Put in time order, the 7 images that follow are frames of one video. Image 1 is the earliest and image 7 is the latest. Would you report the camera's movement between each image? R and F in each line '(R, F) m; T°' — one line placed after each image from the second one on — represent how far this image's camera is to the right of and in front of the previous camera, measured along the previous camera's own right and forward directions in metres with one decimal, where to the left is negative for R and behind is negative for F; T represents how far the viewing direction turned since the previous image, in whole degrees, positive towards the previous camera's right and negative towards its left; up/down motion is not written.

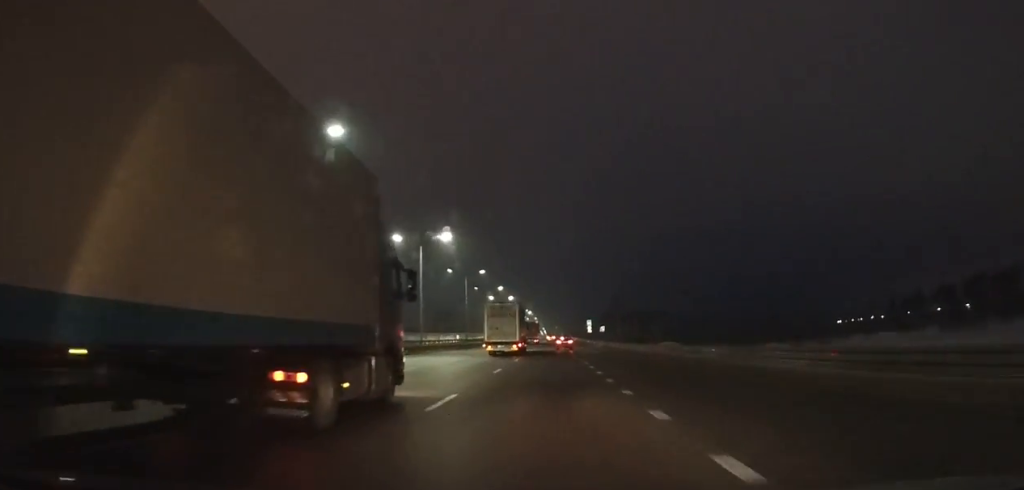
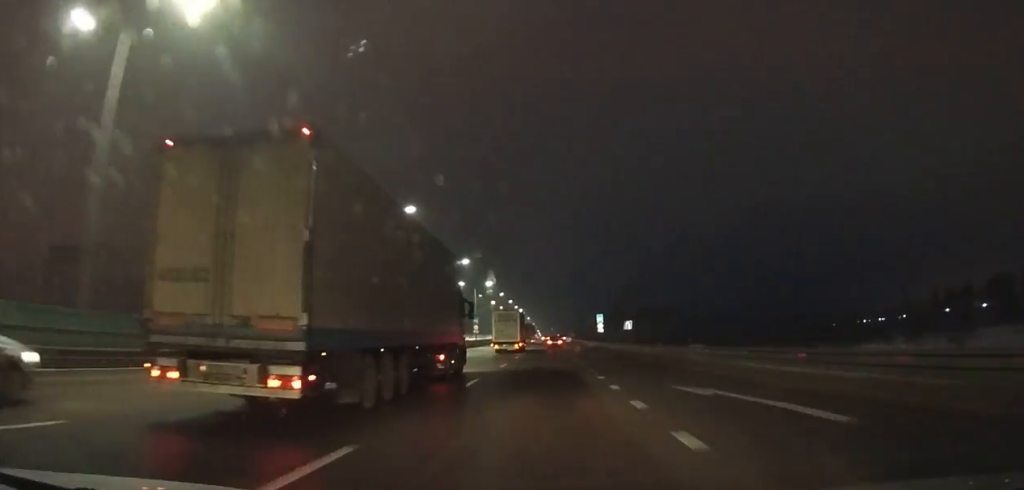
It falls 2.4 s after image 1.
(+0.2, +43.3) m; 0°
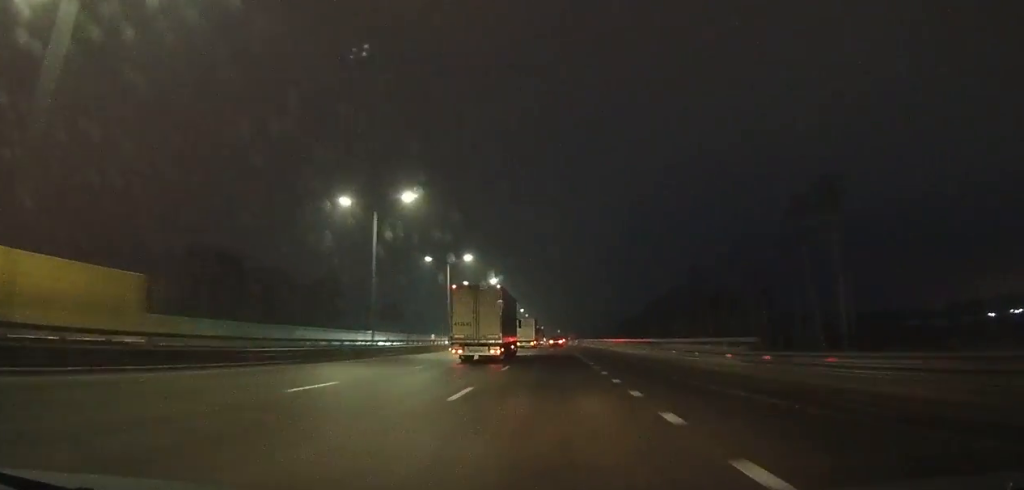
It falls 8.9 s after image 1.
(-0.4, +123.2) m; -1°
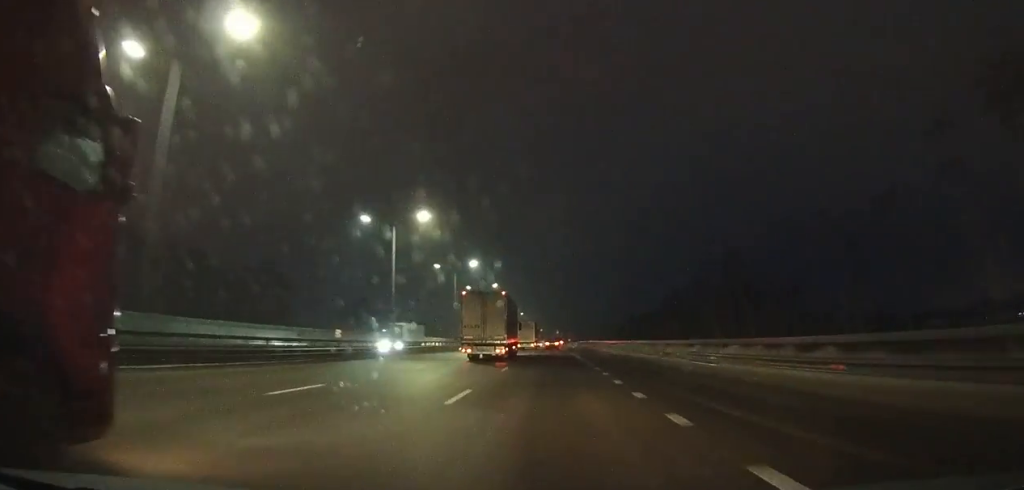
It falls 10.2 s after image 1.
(-0.1, +25.2) m; 0°
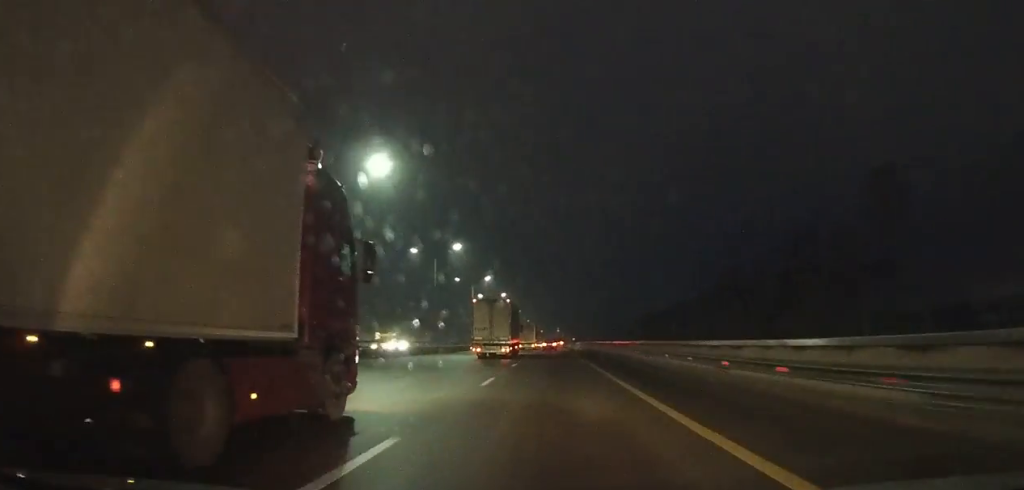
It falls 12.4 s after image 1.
(+0.1, +43.3) m; 0°
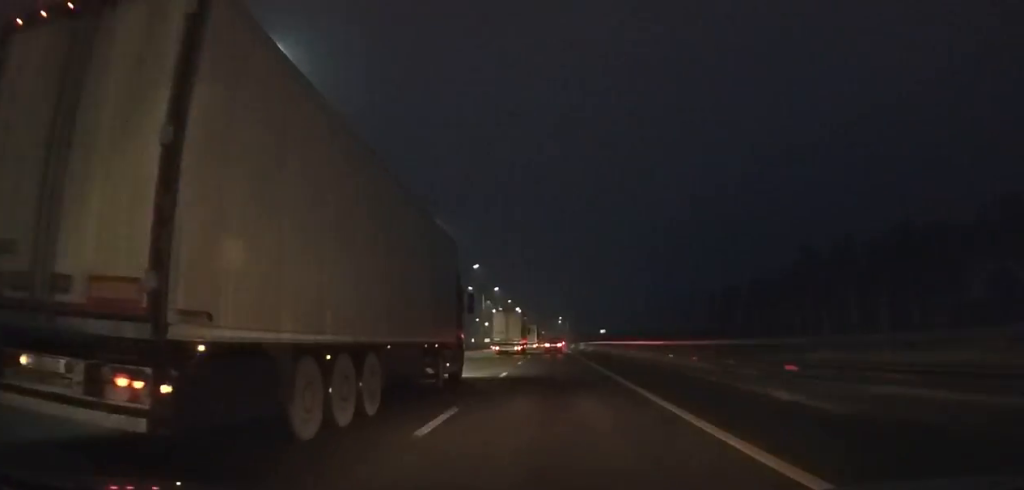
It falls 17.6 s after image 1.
(+0.5, +104.2) m; +1°
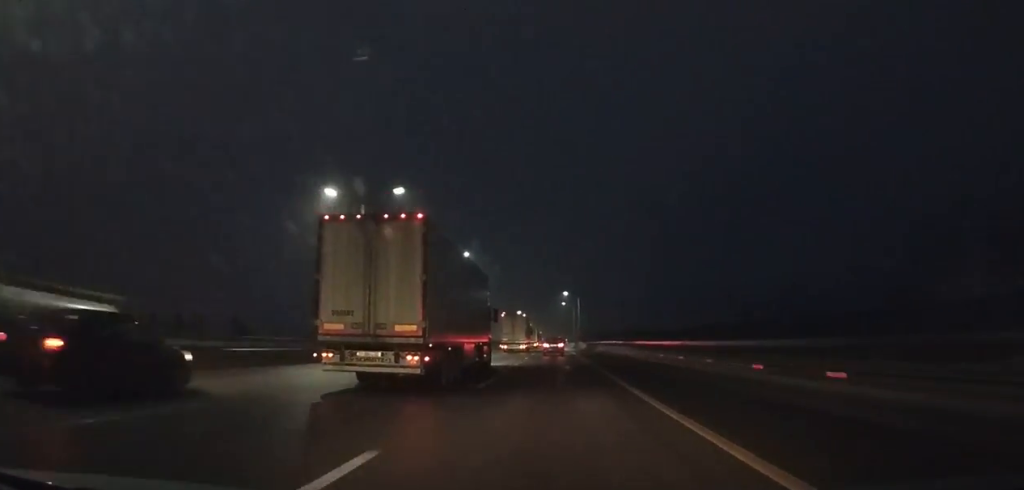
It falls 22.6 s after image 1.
(+0.3, +102.3) m; 0°
